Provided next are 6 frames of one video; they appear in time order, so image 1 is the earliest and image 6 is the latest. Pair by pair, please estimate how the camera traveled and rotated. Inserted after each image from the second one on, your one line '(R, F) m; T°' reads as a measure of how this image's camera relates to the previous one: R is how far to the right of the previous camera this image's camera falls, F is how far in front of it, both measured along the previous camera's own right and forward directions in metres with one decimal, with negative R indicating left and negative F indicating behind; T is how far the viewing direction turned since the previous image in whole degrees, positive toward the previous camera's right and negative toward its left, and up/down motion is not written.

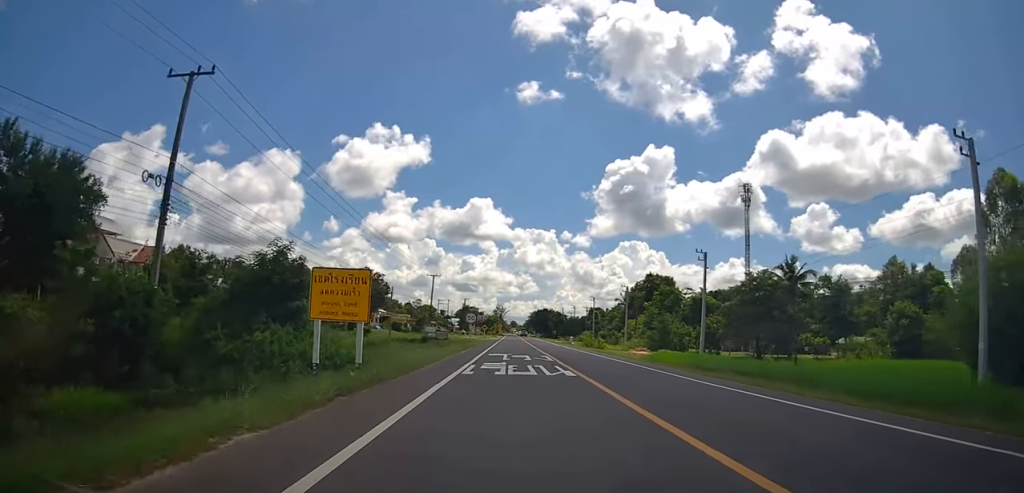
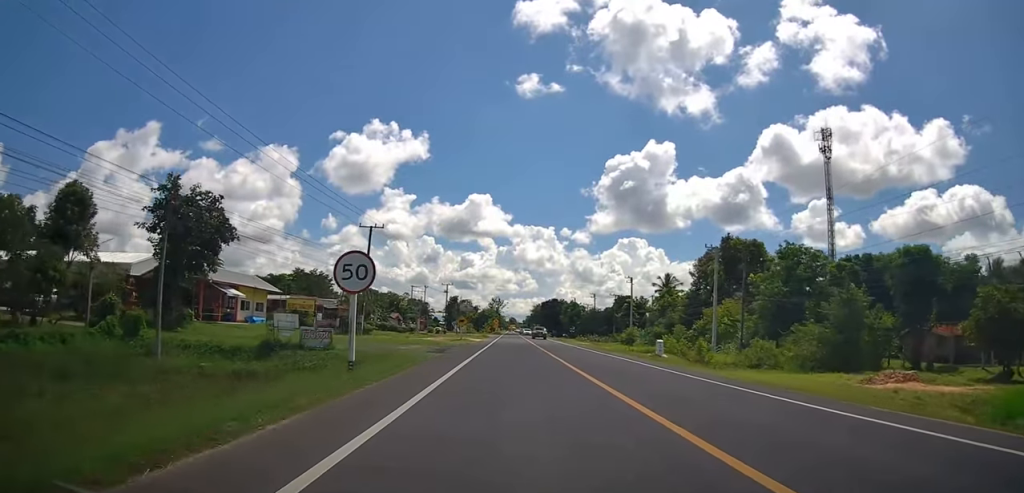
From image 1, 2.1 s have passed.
(-0.1, +45.6) m; 0°
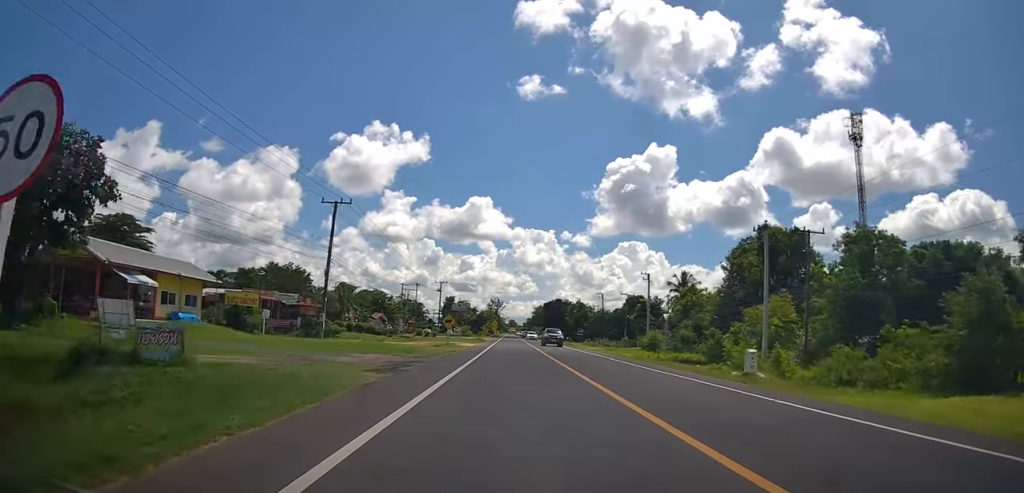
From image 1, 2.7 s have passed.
(-0.5, +12.0) m; 0°
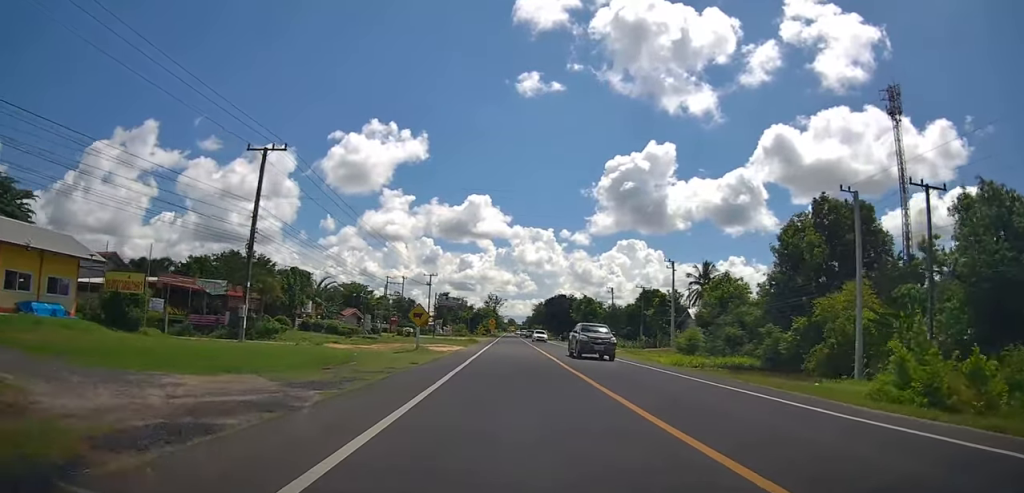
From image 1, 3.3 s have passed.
(+0.4, +13.7) m; 0°
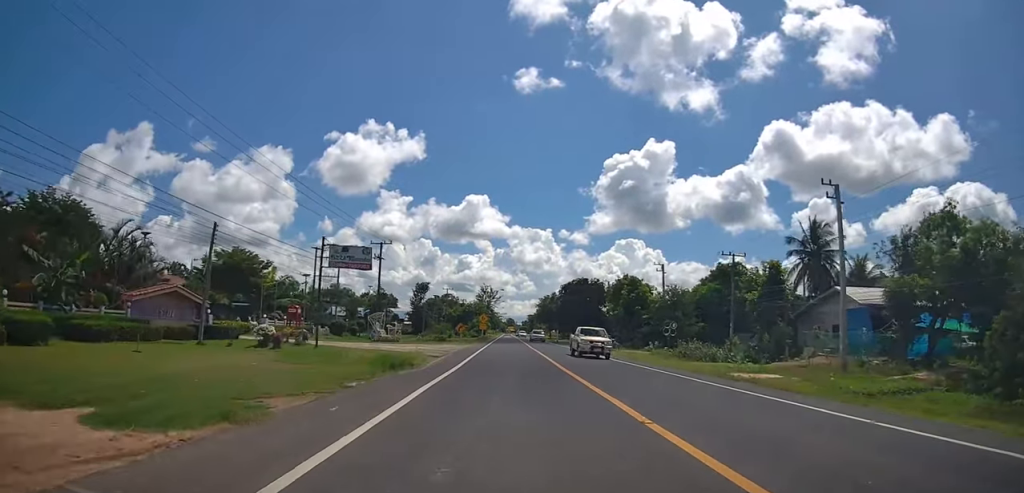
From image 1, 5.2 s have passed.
(-0.2, +38.7) m; 0°
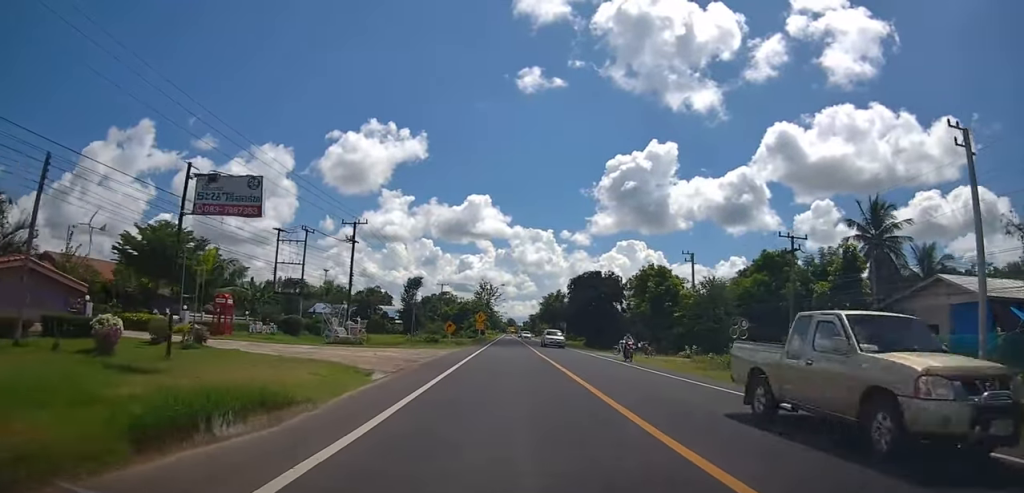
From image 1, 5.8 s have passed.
(+0.5, +12.0) m; 0°
